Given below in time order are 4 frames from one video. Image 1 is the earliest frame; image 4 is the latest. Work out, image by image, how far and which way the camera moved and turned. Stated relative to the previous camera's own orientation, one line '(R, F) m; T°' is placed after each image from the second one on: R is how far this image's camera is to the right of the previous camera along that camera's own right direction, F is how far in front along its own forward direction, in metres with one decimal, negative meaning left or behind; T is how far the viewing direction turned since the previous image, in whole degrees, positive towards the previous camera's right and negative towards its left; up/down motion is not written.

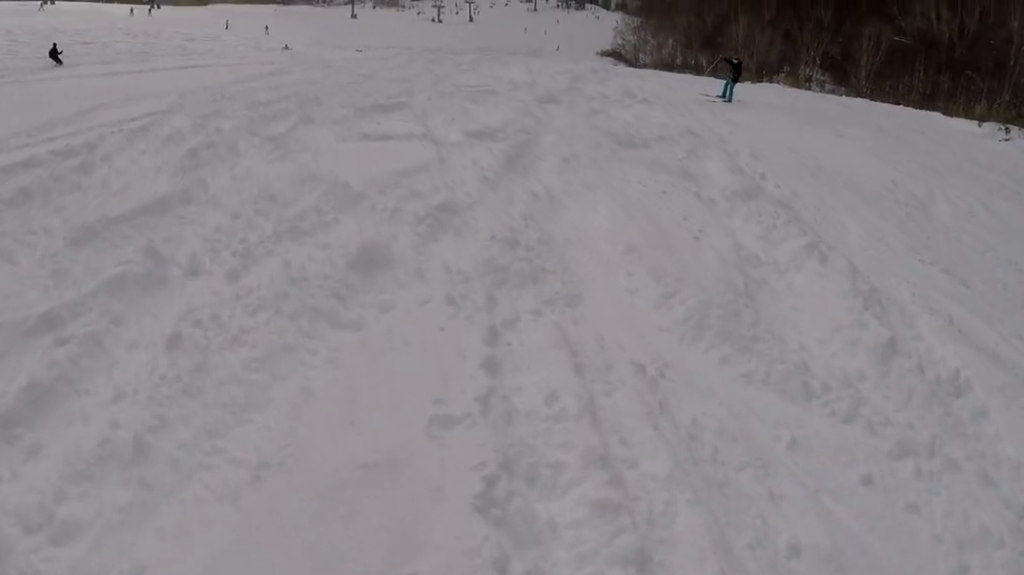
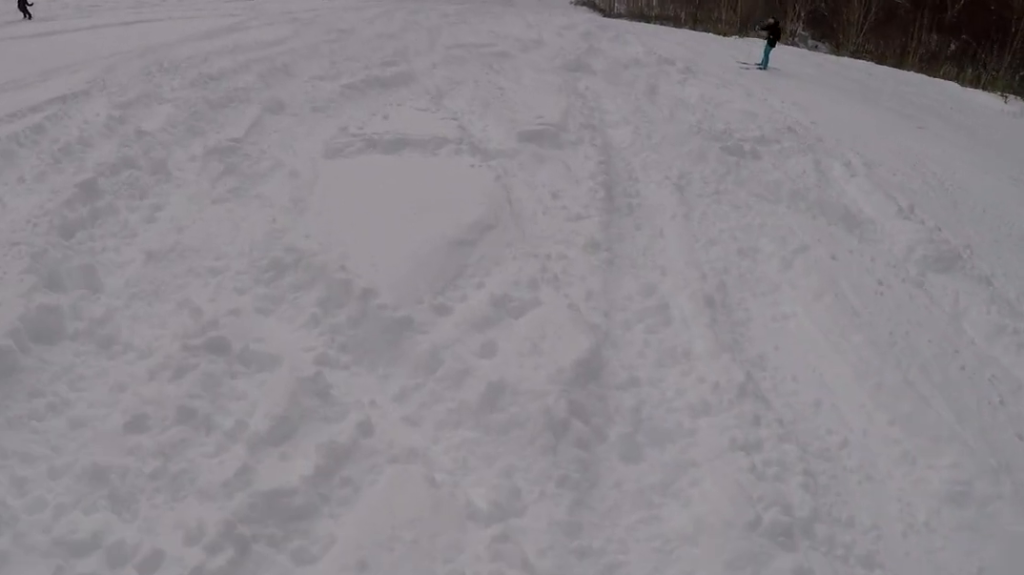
(-0.5, +3.3) m; +8°
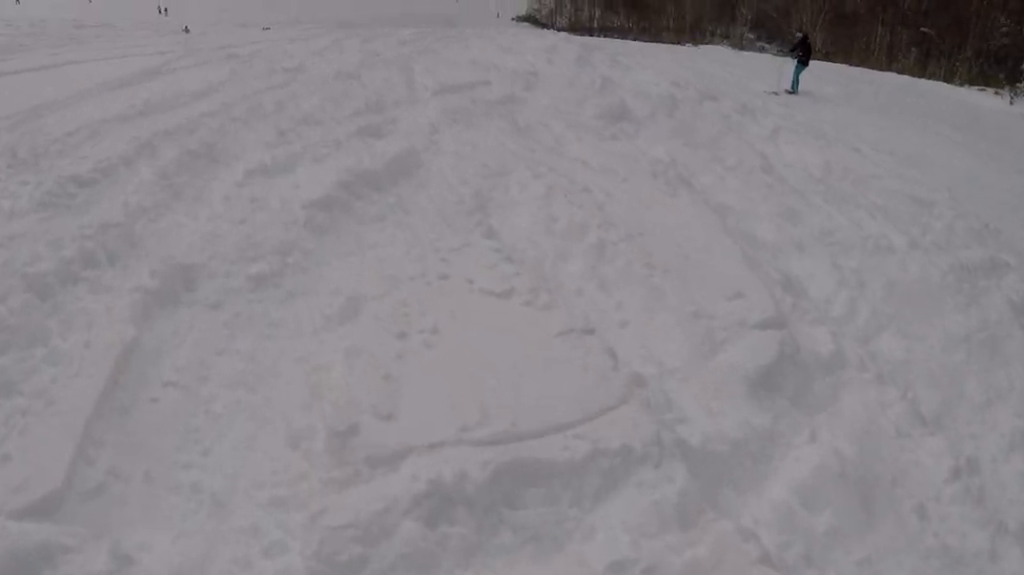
(+1.4, +4.4) m; +20°
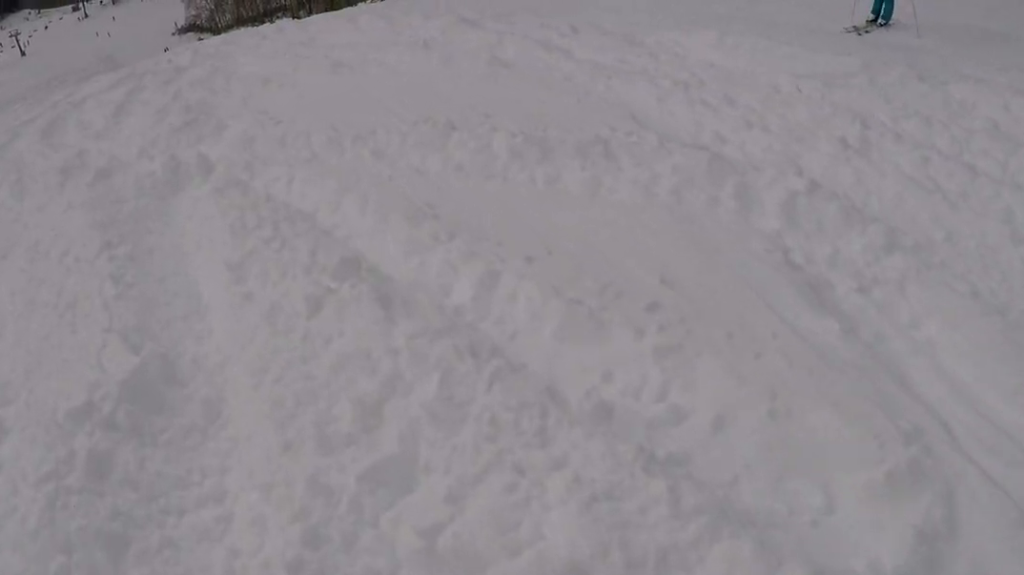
(+2.7, +12.1) m; +31°
